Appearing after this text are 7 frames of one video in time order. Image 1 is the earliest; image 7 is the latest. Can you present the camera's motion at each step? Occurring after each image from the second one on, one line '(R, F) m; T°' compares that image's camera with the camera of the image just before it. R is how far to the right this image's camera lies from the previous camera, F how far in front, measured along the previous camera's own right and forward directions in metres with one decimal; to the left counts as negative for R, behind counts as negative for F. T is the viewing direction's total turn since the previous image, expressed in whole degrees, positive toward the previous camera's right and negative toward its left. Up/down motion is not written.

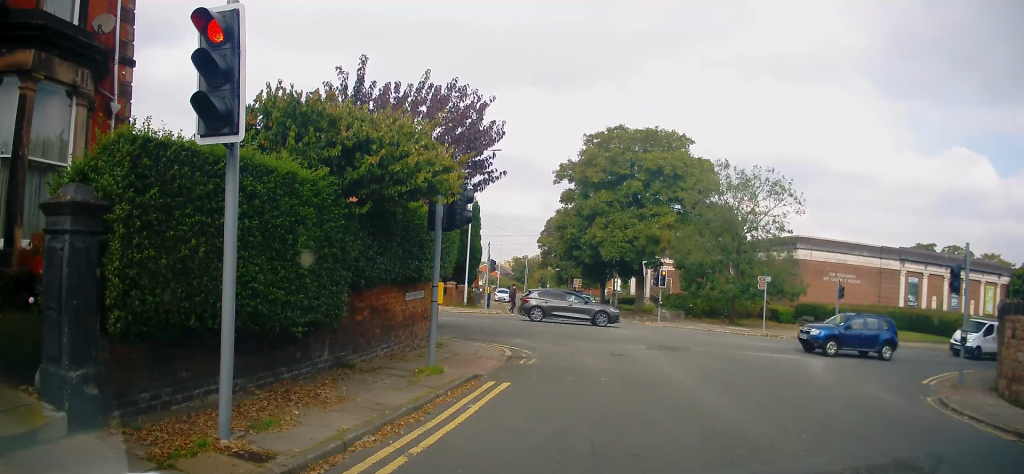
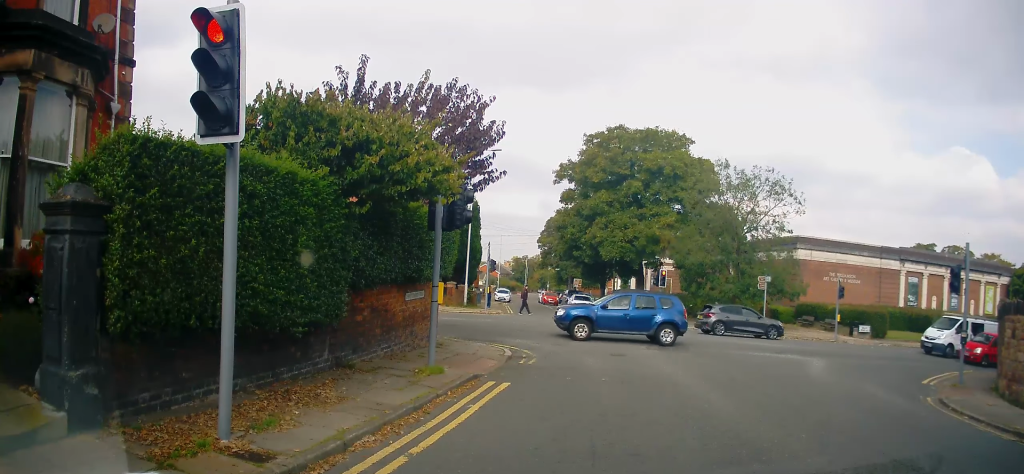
(0.0, 0.0) m; 0°
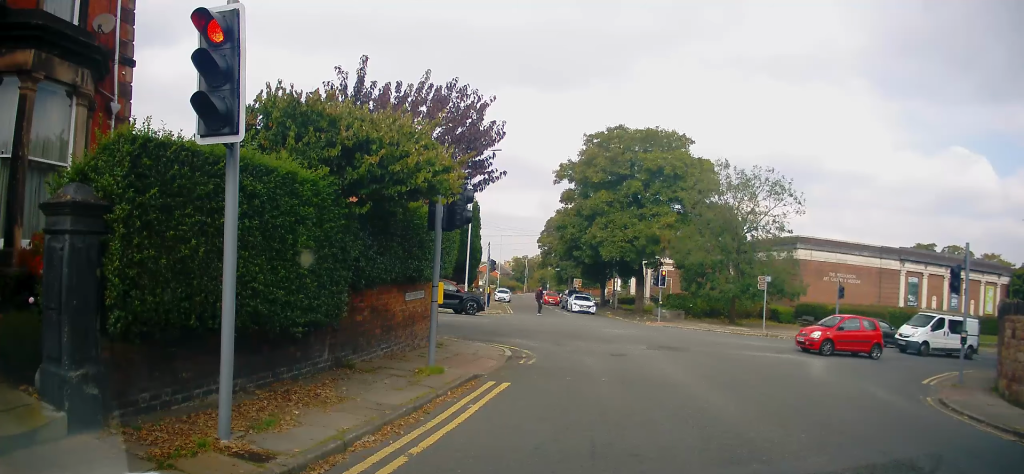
(0.0, 0.0) m; 0°
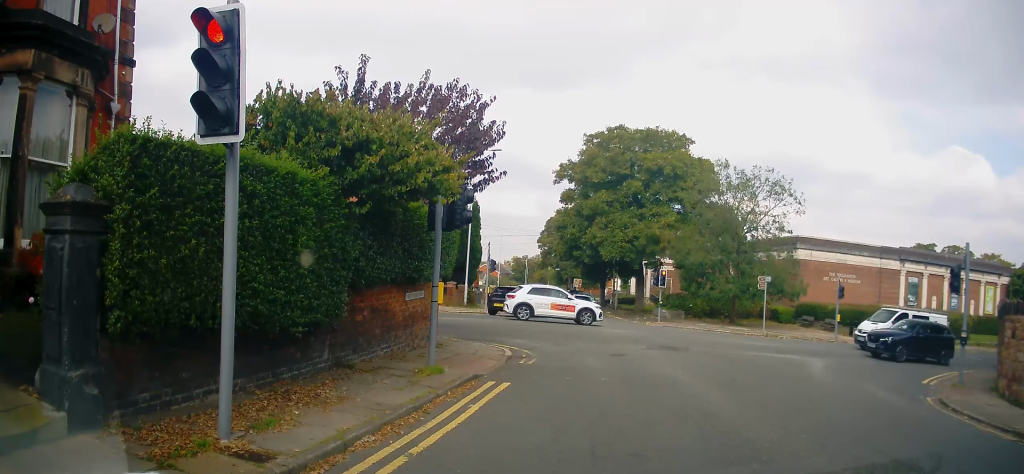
(0.0, 0.0) m; 0°
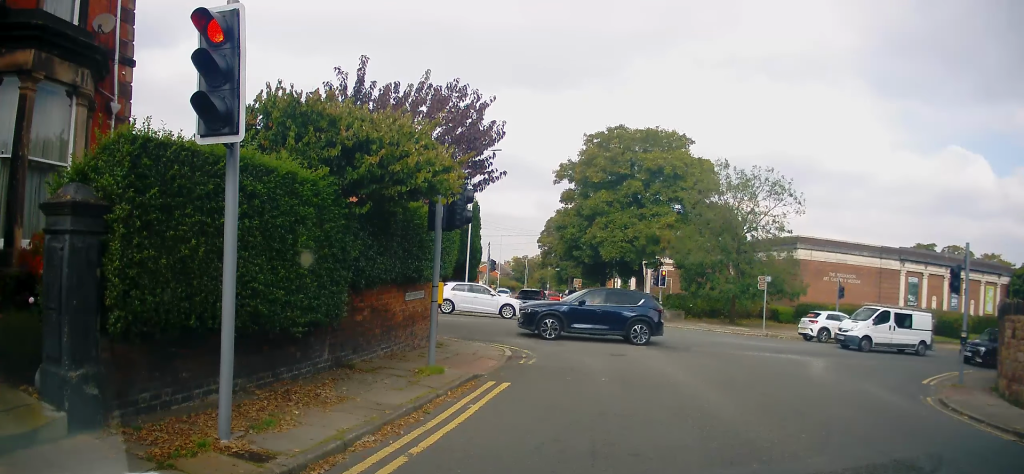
(0.0, 0.0) m; 0°
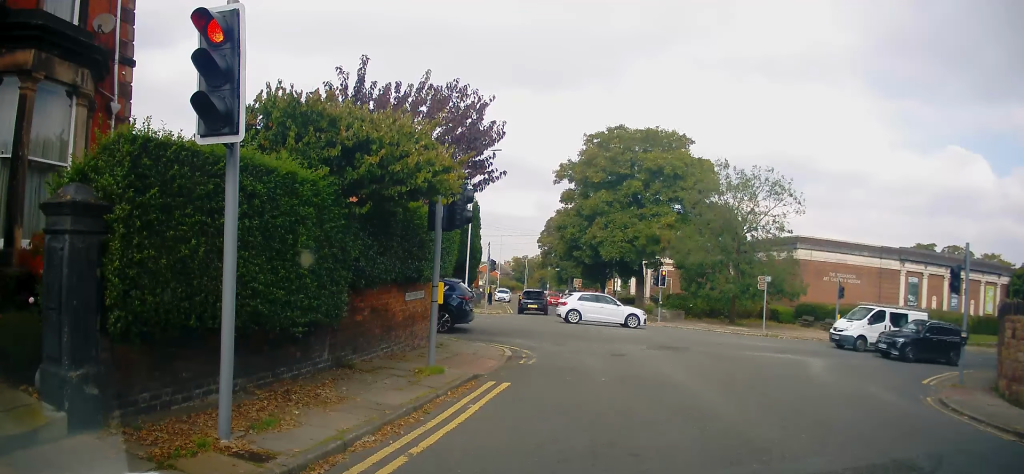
(0.0, 0.0) m; 0°
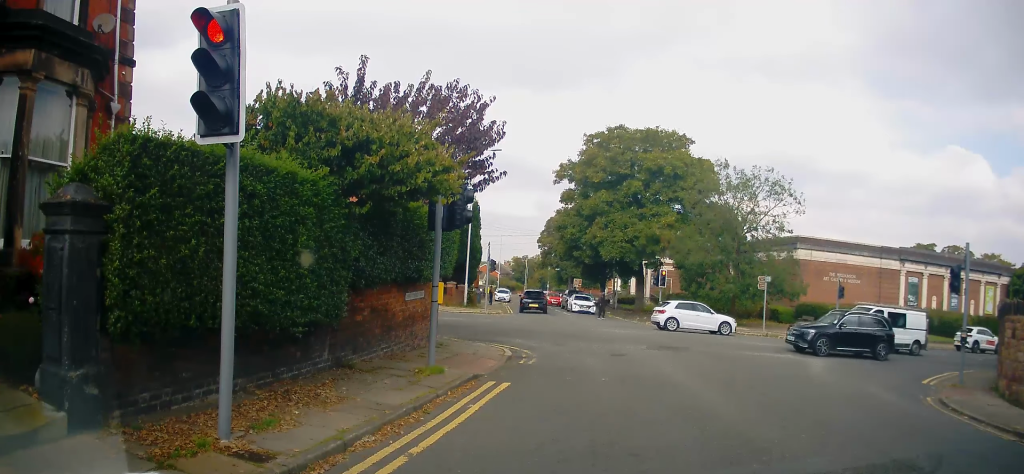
(0.0, 0.0) m; 0°
